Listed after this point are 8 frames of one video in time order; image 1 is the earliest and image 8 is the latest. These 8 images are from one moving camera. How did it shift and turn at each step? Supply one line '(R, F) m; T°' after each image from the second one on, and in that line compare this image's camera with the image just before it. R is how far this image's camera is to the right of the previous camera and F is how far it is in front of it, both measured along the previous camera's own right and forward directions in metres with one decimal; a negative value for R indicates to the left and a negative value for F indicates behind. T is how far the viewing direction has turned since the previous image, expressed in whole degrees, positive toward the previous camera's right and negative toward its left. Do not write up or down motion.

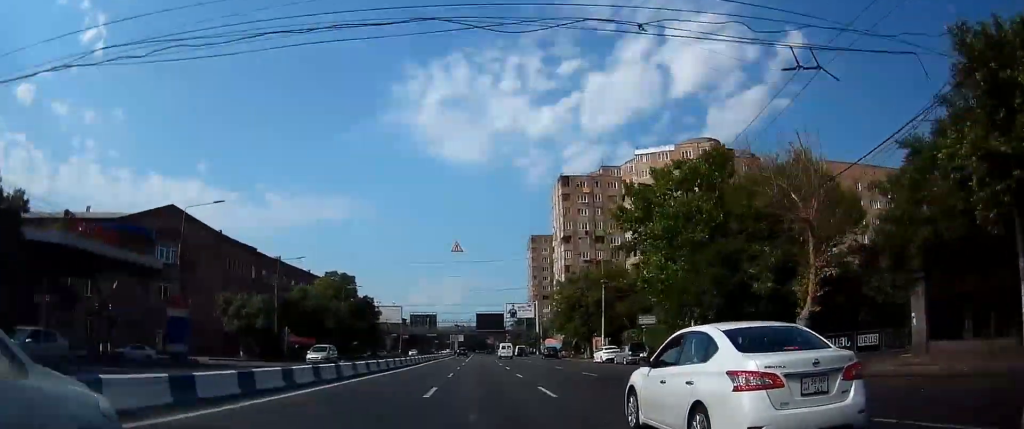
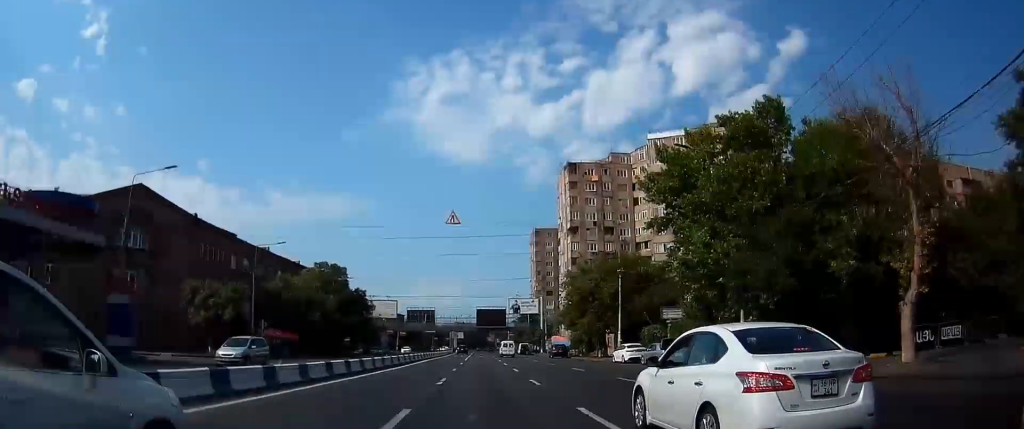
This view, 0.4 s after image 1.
(0.0, +7.8) m; 0°
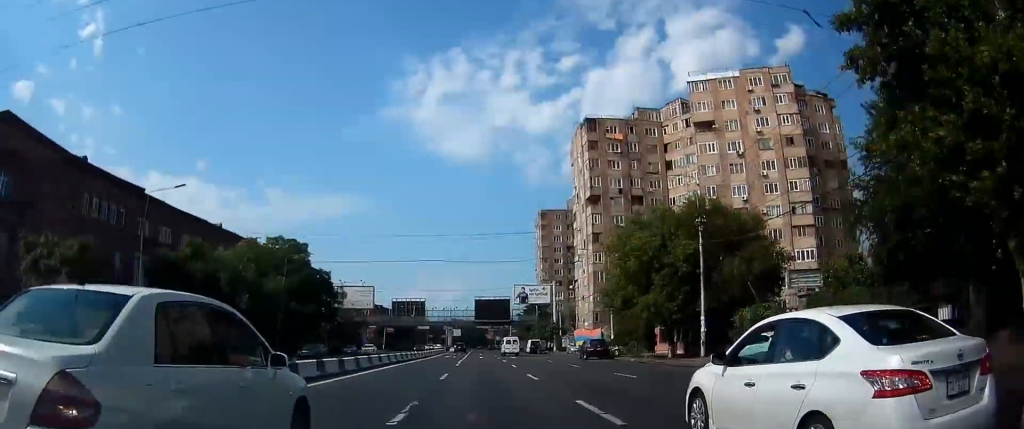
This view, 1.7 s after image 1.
(0.0, +22.1) m; 0°
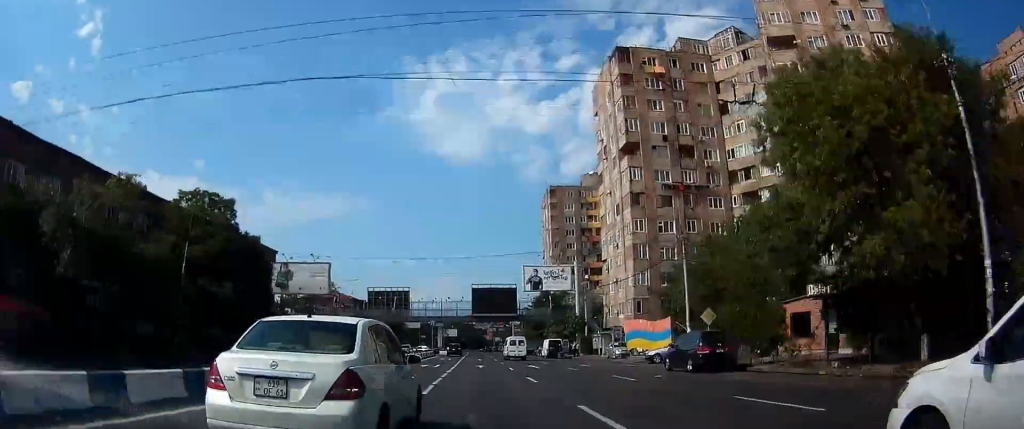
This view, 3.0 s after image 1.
(0.0, +23.7) m; -1°
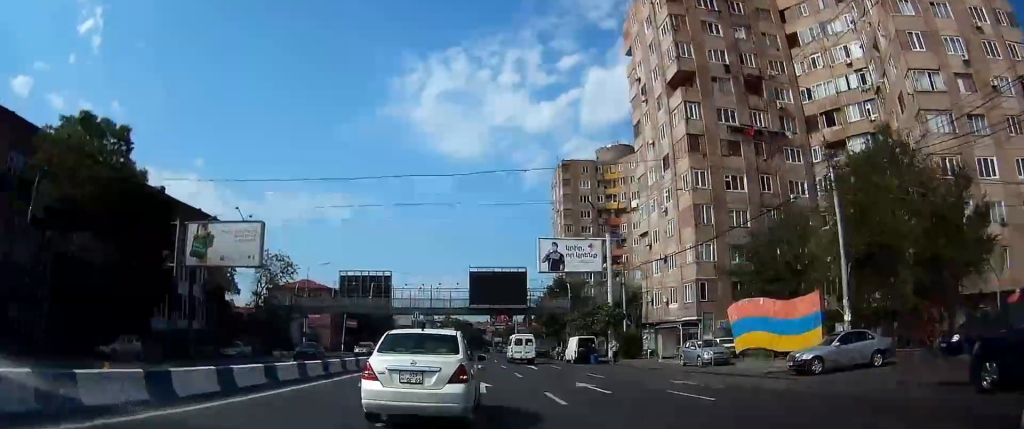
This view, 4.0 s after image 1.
(-0.2, +19.6) m; 0°
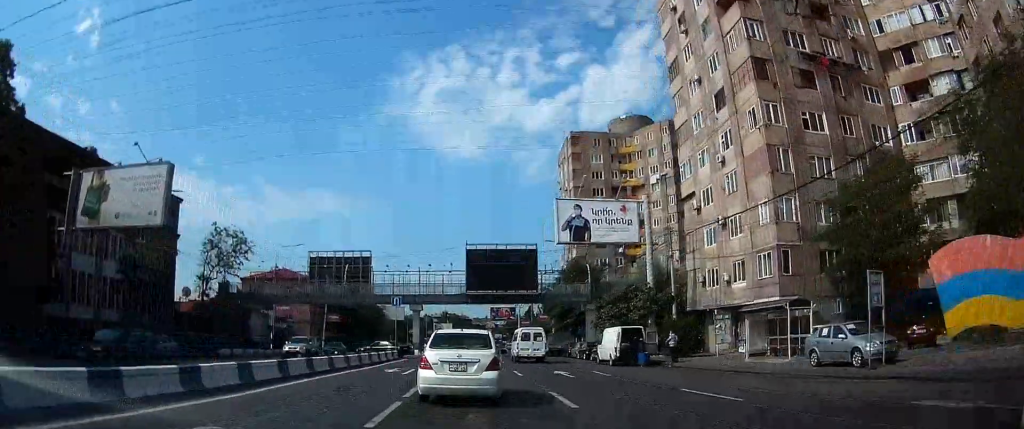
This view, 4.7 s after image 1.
(0.0, +14.0) m; +1°
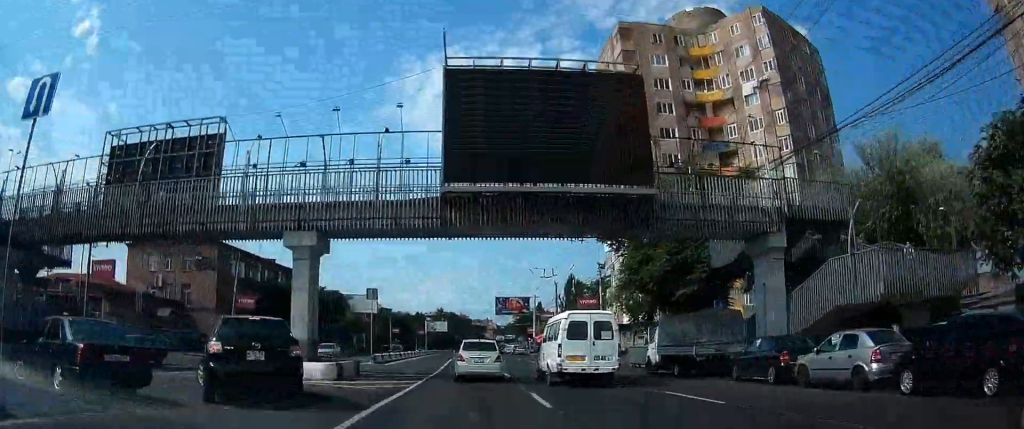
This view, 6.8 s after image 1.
(+0.4, +38.7) m; 0°
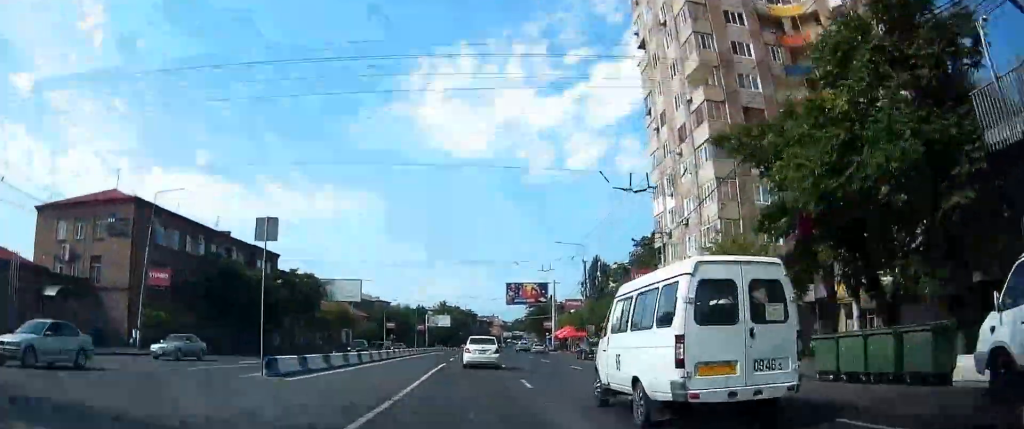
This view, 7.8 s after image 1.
(-0.1, +19.4) m; 0°
